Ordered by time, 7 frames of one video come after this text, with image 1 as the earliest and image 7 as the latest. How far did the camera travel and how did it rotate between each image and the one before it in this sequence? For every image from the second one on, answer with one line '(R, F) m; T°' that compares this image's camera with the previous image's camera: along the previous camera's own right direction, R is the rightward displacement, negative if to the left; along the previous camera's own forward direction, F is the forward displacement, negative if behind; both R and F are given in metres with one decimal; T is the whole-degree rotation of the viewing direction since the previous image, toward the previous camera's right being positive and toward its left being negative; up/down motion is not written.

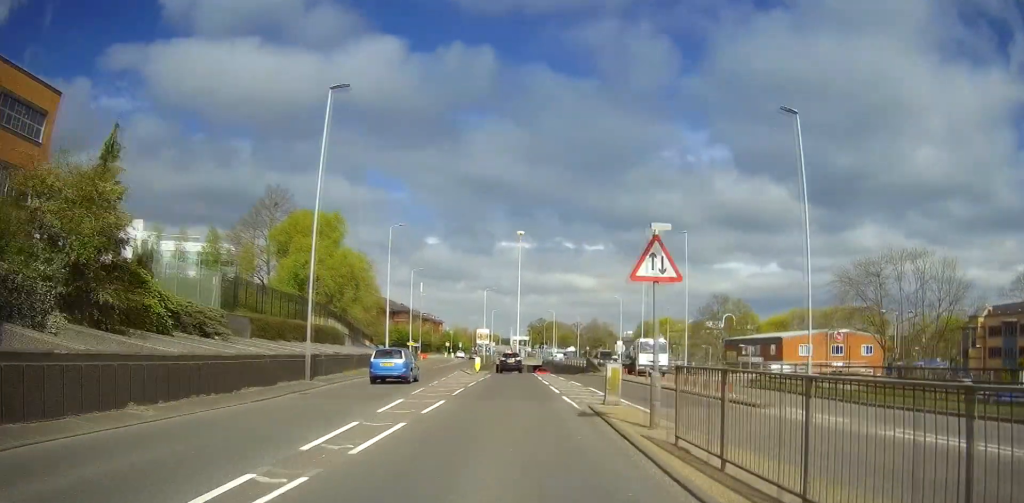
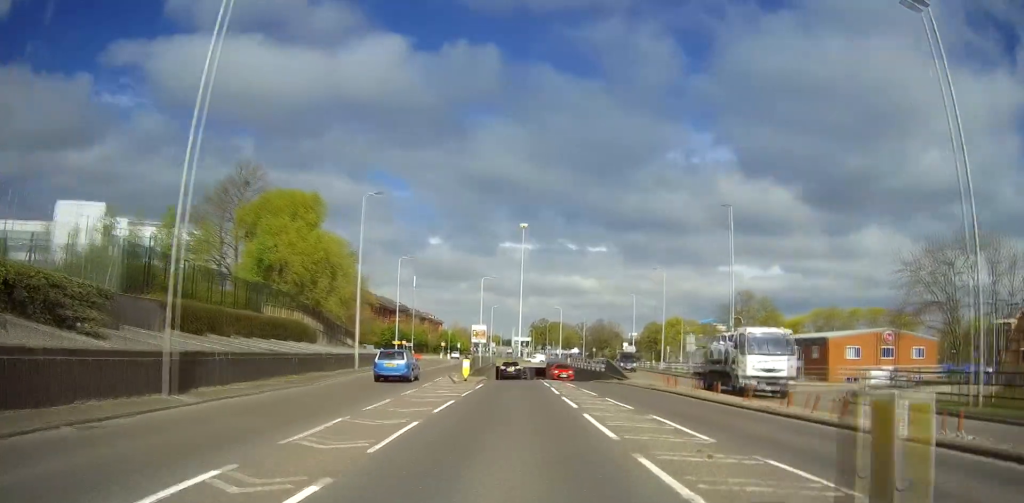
(0.0, +12.0) m; 0°
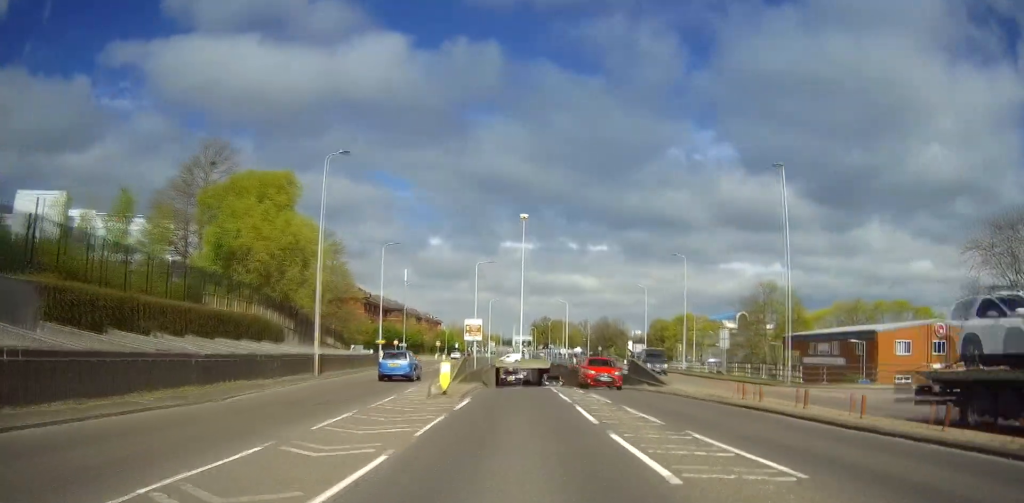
(0.0, +10.0) m; 0°
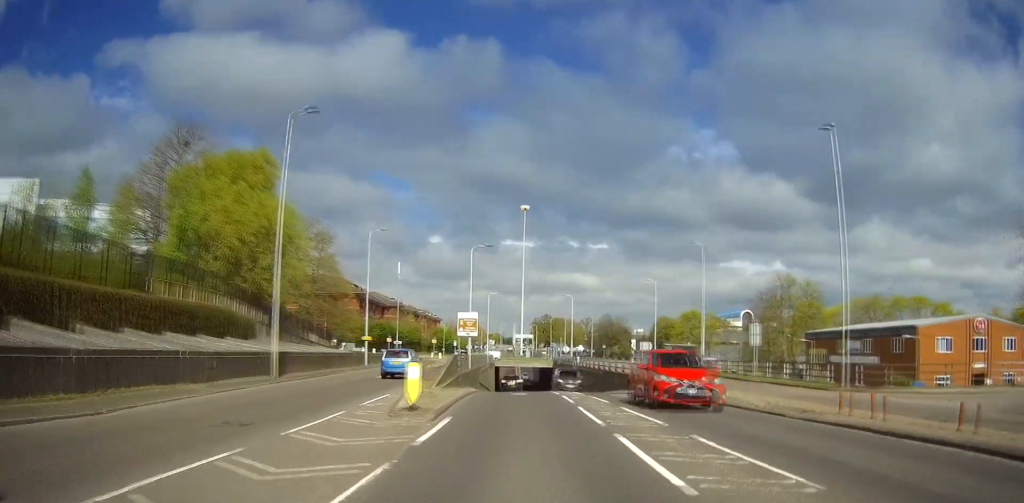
(0.0, +6.8) m; 0°
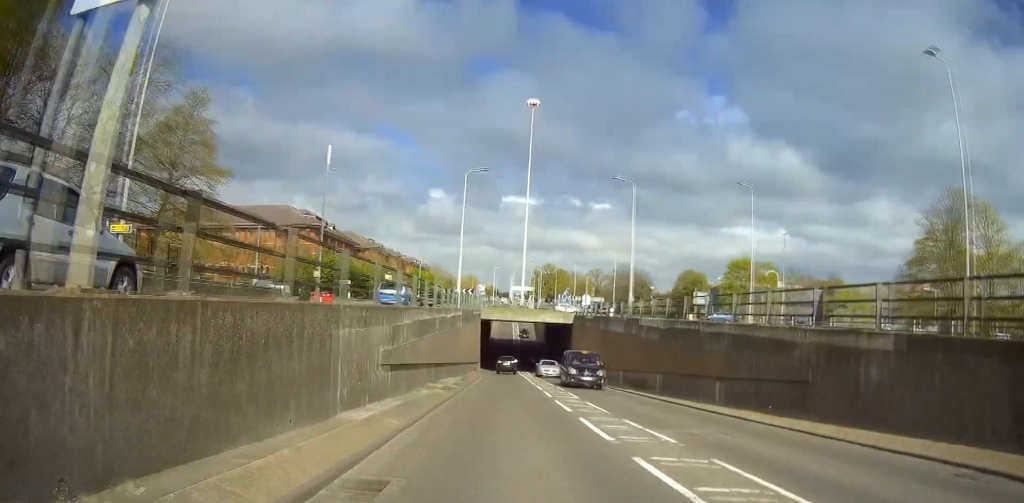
(0.0, +41.6) m; 0°
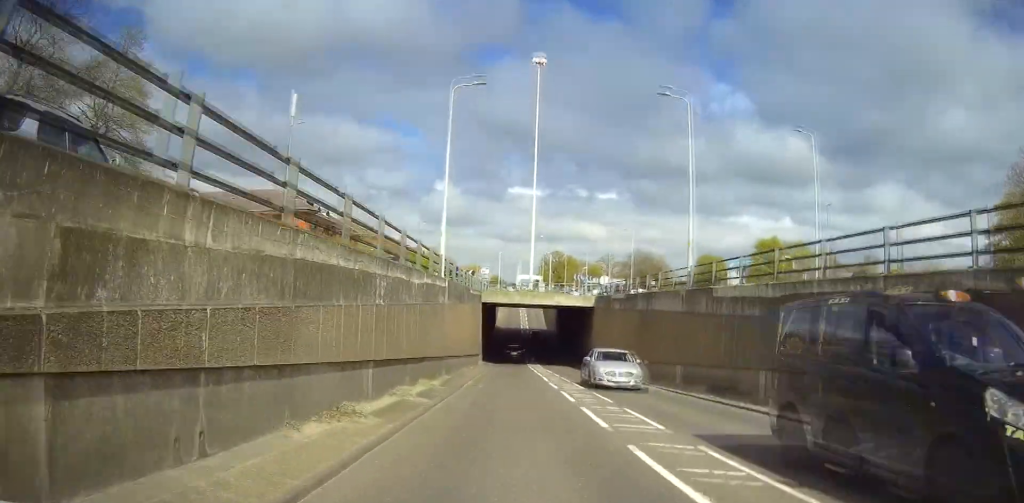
(0.0, +12.4) m; 0°
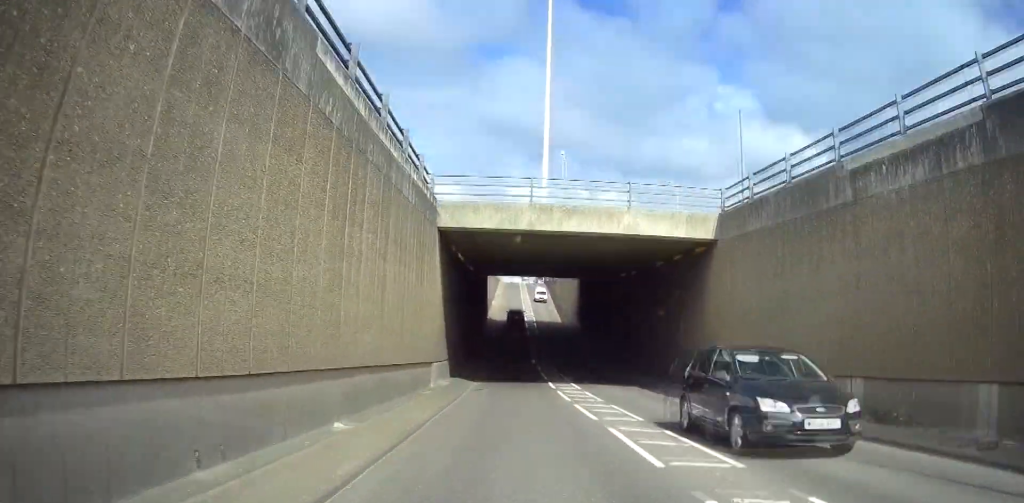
(0.0, +34.3) m; 0°
